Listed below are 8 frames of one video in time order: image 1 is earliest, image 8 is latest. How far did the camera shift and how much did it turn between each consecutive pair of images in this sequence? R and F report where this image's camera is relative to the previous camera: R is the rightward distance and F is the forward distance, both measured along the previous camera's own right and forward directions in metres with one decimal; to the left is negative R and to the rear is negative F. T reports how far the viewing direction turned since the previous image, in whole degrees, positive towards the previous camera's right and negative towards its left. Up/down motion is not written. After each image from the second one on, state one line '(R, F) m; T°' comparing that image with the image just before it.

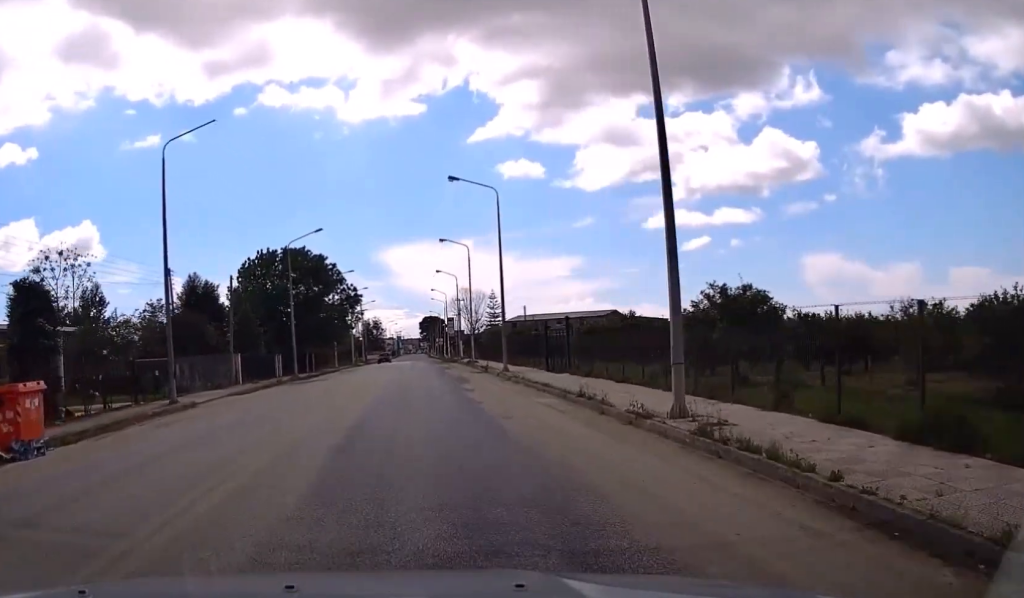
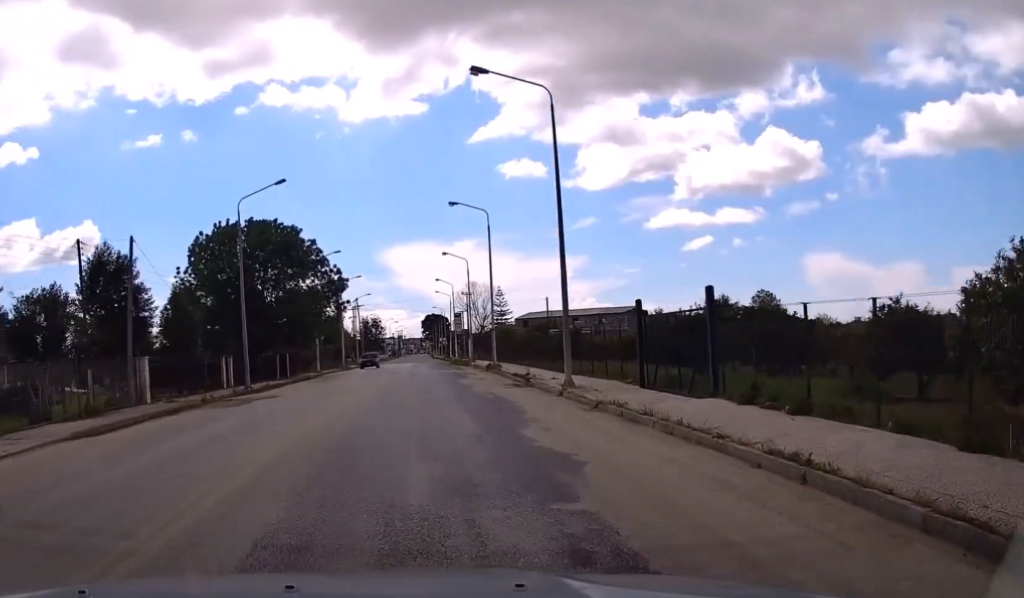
(0.0, +14.9) m; -1°
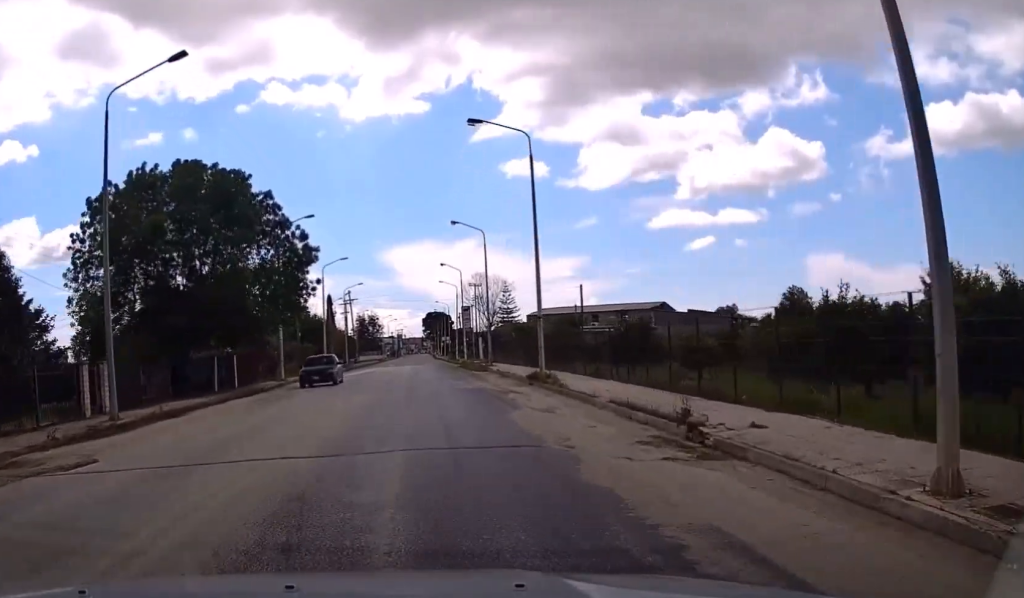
(-0.1, +16.5) m; 0°
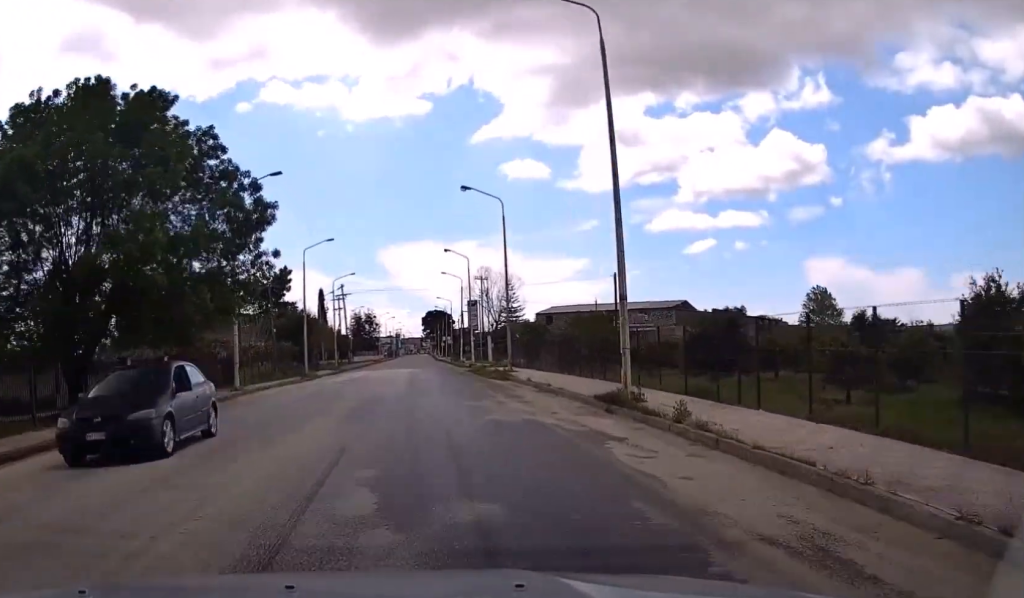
(0.0, +10.7) m; 0°
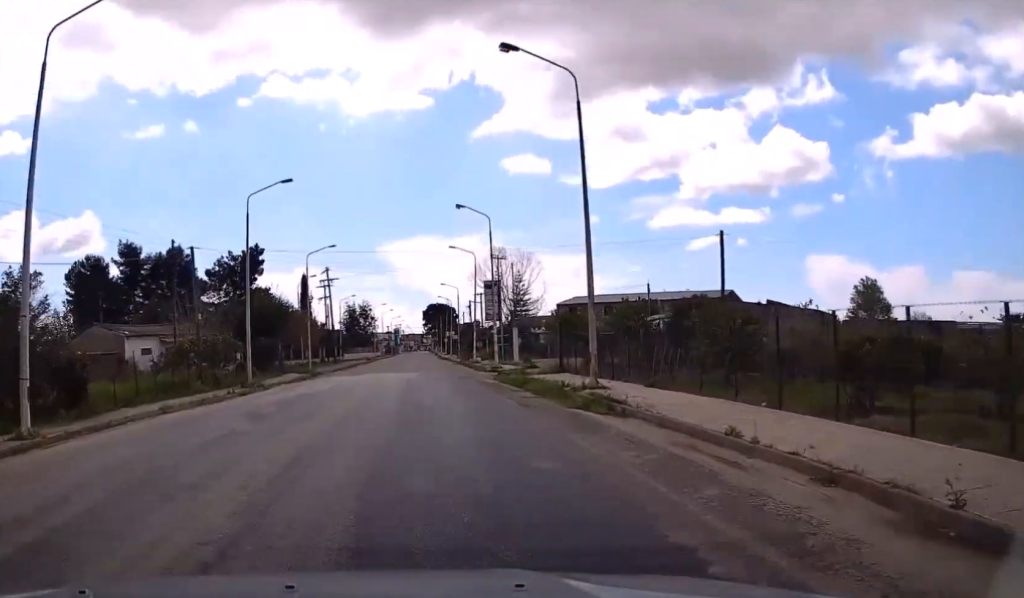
(+0.1, +18.6) m; 0°
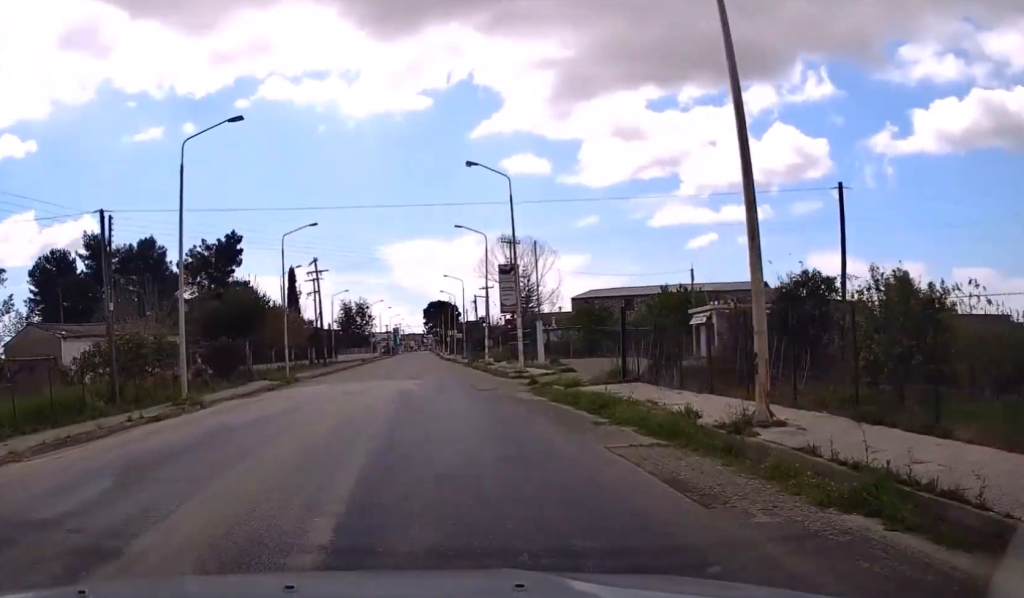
(0.0, +10.4) m; 0°
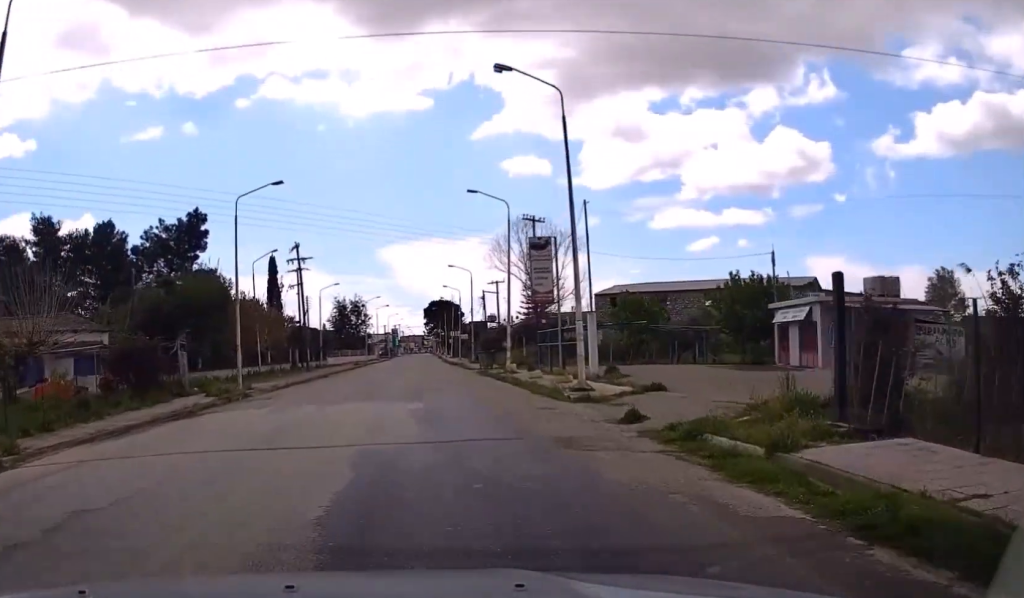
(0.0, +13.0) m; 0°
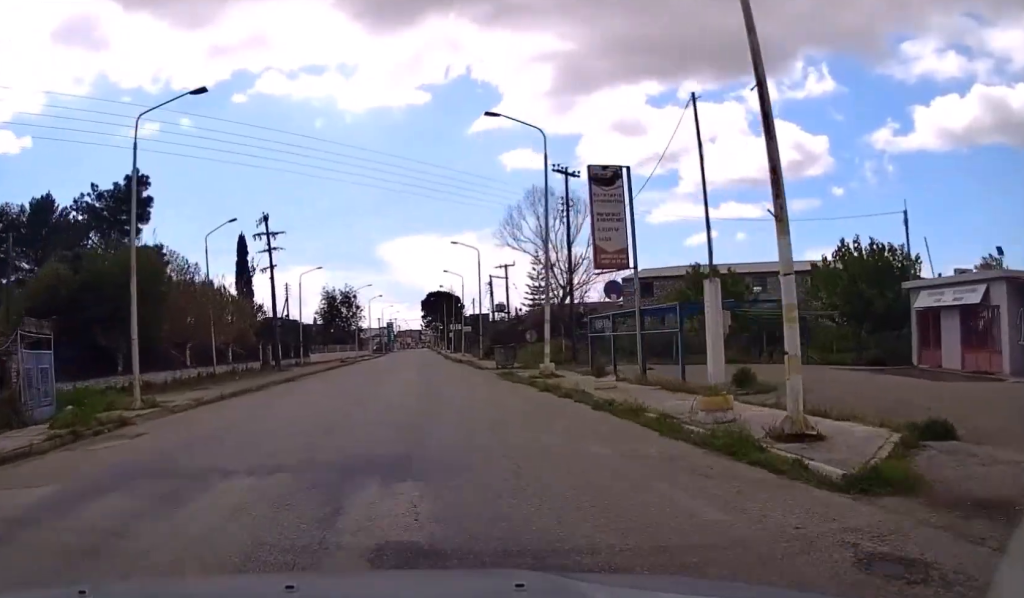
(0.0, +12.5) m; +1°
